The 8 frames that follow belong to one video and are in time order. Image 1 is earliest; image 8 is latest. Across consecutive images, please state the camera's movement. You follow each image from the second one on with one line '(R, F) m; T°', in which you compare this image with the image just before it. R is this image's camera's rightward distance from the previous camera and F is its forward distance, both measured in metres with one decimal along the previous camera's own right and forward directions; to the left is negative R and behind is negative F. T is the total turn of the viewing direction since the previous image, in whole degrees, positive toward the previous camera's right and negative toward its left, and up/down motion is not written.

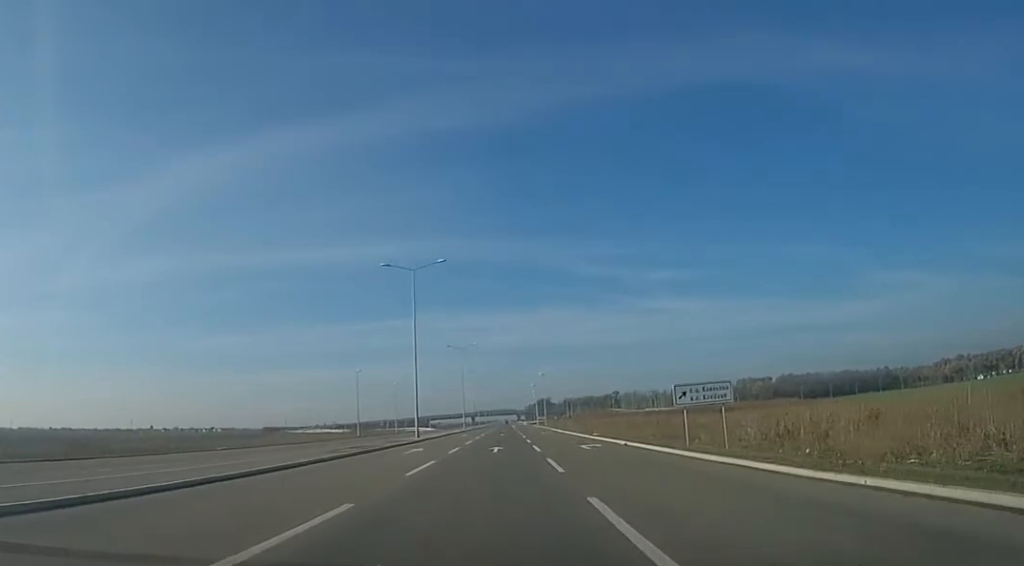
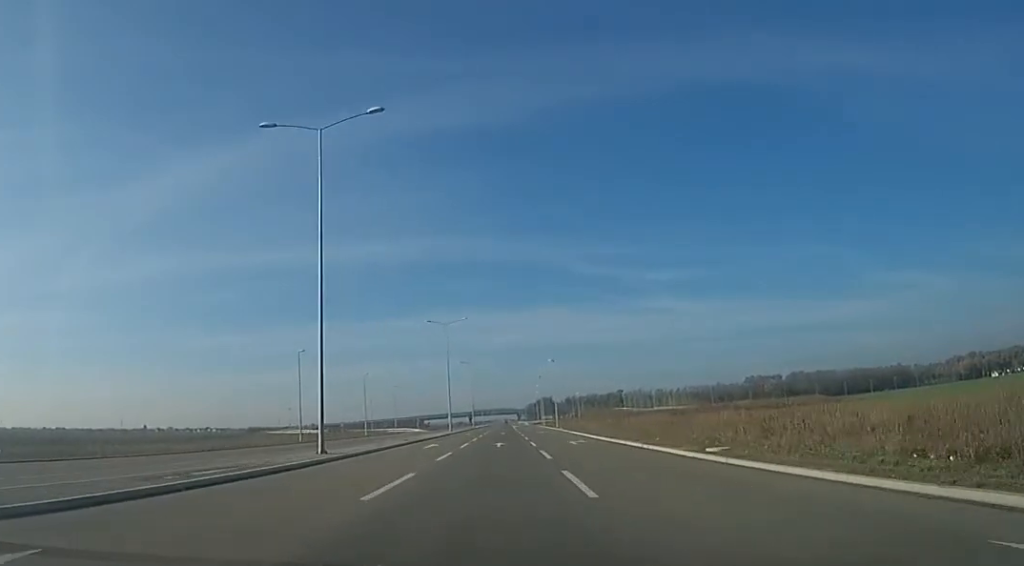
(0.0, +24.3) m; 0°
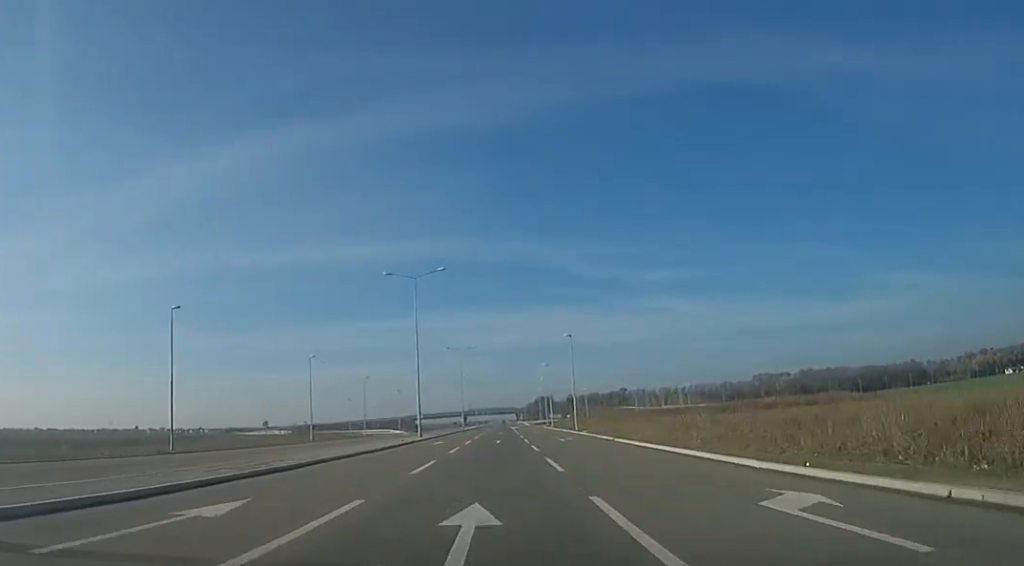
(0.0, +24.8) m; 0°
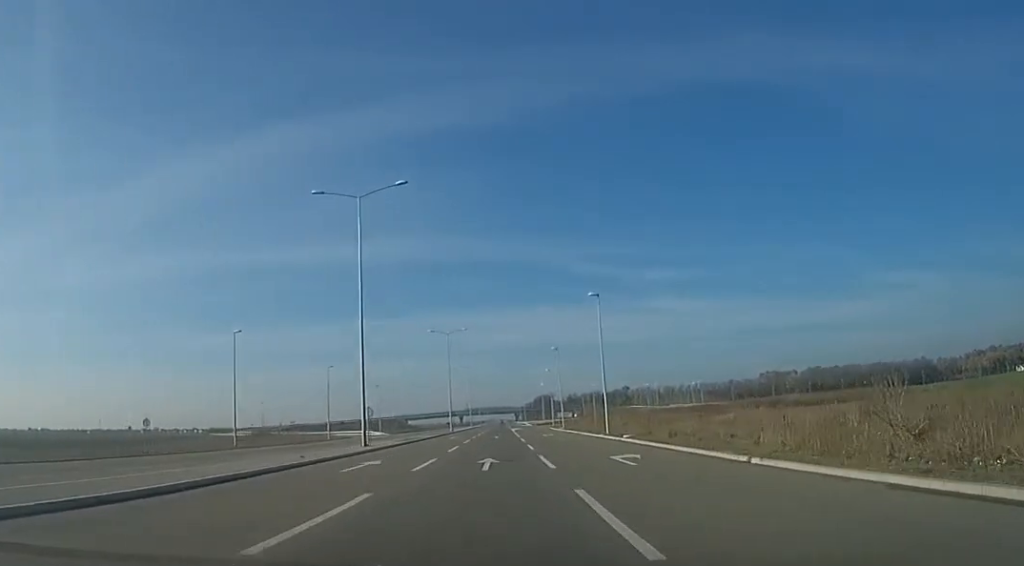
(0.0, +19.0) m; 0°
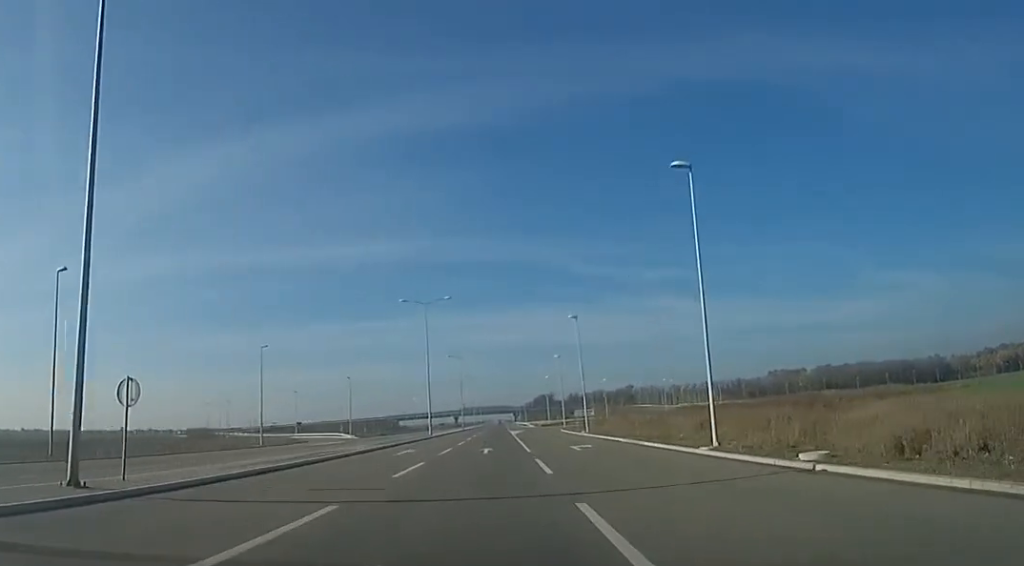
(0.0, +21.3) m; 0°
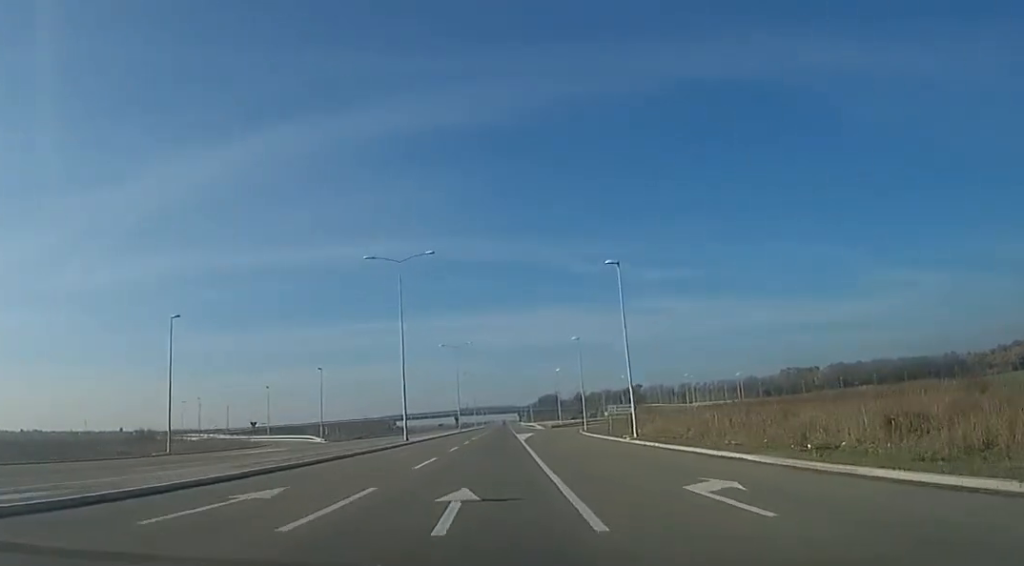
(0.0, +17.0) m; 0°
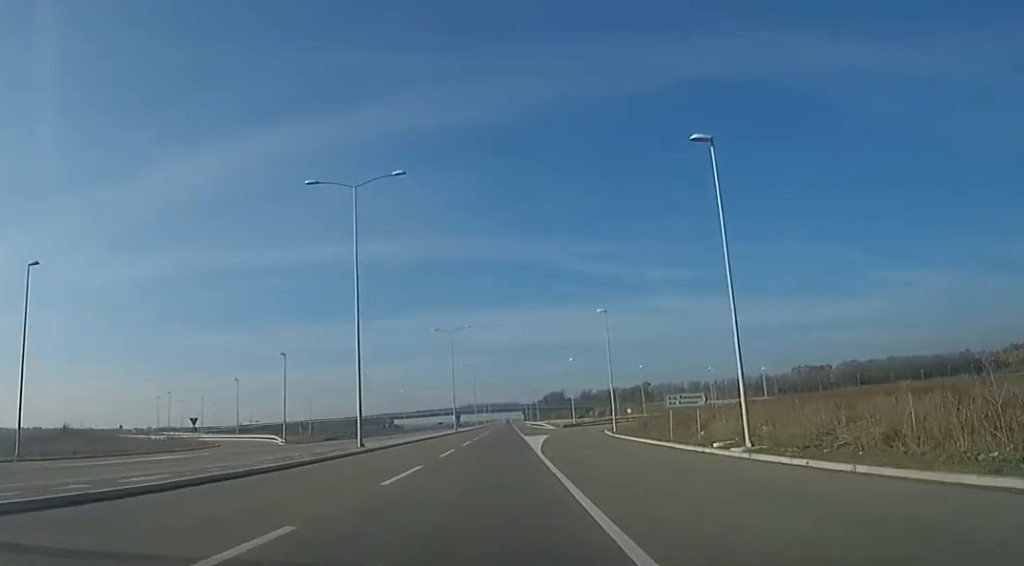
(0.0, +14.7) m; 0°
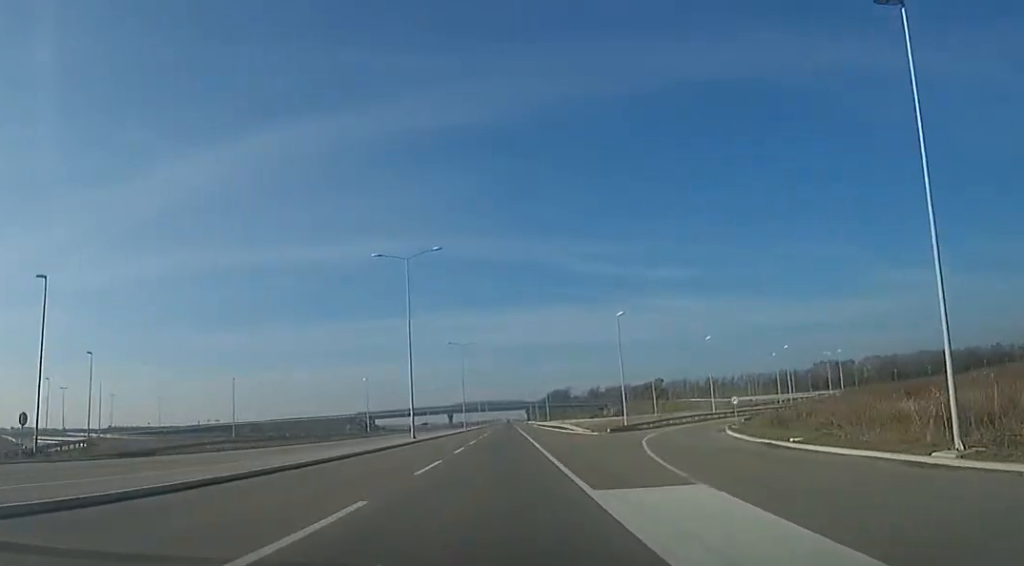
(0.0, +37.3) m; 0°
